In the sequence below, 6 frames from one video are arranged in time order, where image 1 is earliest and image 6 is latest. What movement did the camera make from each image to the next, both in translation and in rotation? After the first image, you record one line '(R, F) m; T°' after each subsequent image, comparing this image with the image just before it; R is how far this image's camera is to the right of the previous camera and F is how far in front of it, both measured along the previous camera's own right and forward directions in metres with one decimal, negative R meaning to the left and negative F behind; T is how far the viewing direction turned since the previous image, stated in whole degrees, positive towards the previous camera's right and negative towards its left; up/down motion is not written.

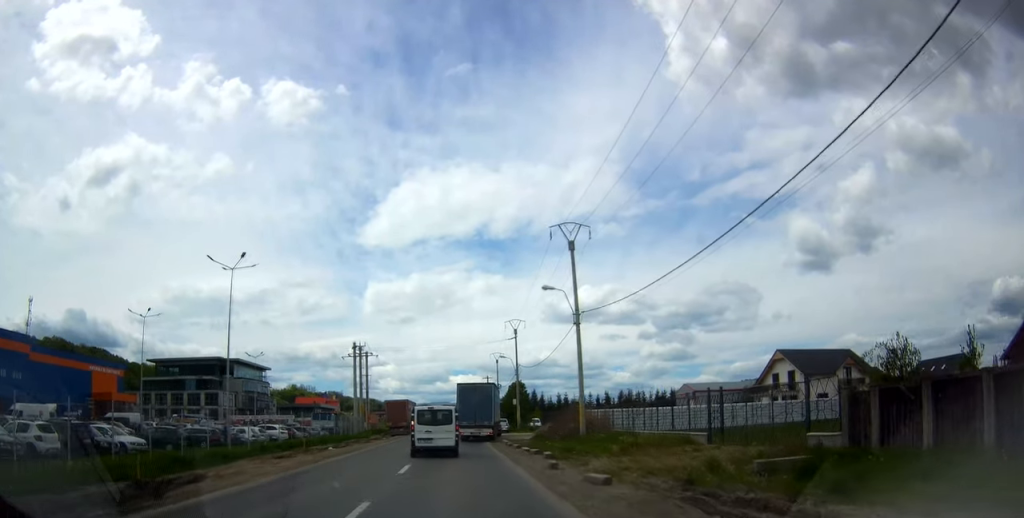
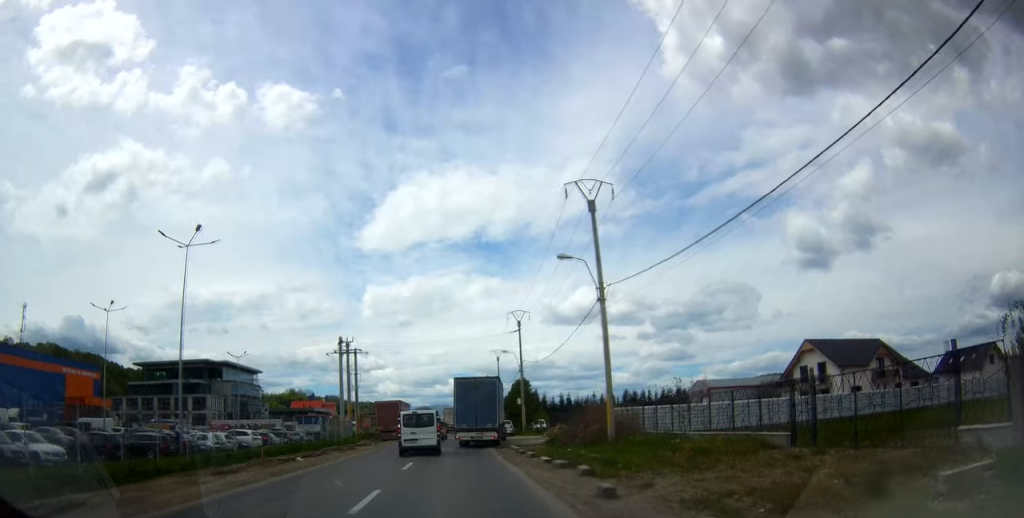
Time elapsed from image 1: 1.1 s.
(0.0, +6.9) m; 0°
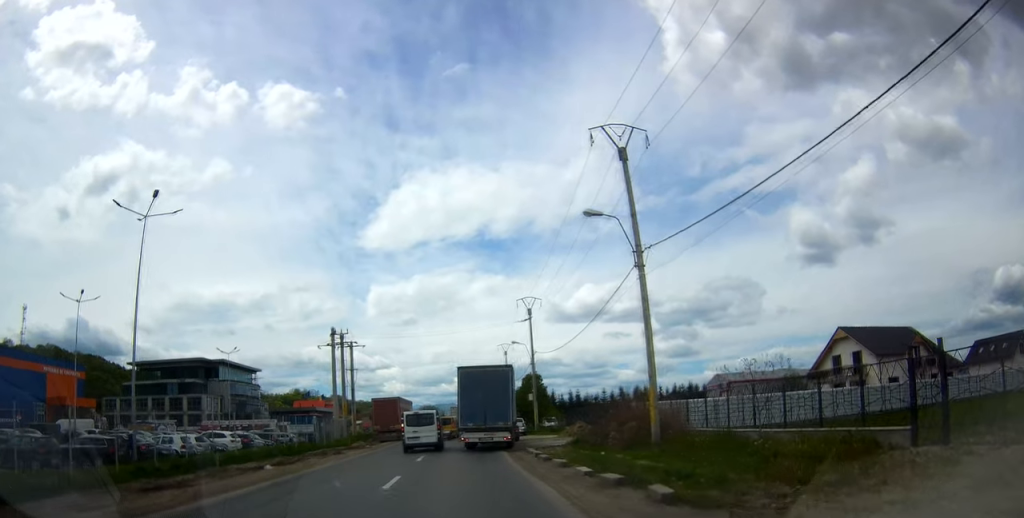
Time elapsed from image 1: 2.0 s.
(0.0, +5.9) m; 0°
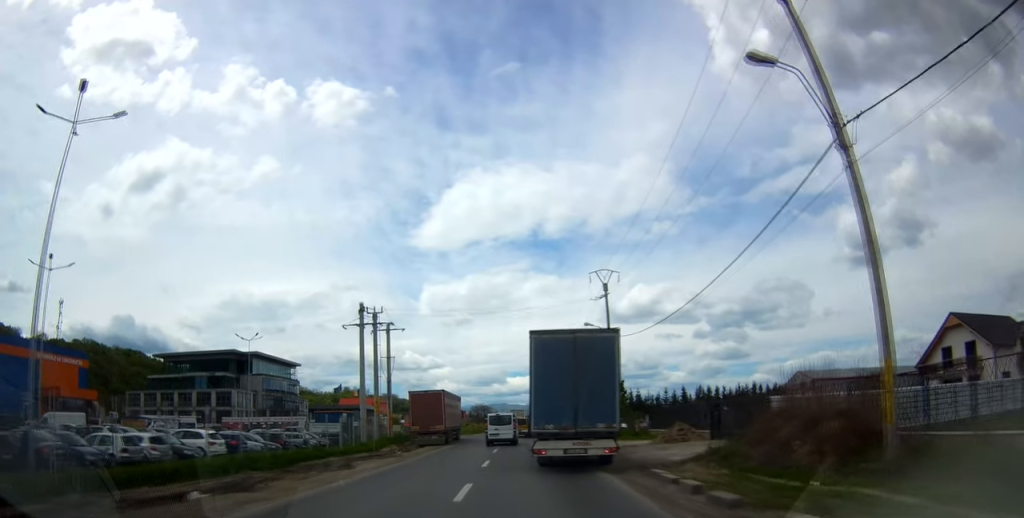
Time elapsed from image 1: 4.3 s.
(-0.9, +12.9) m; -12°
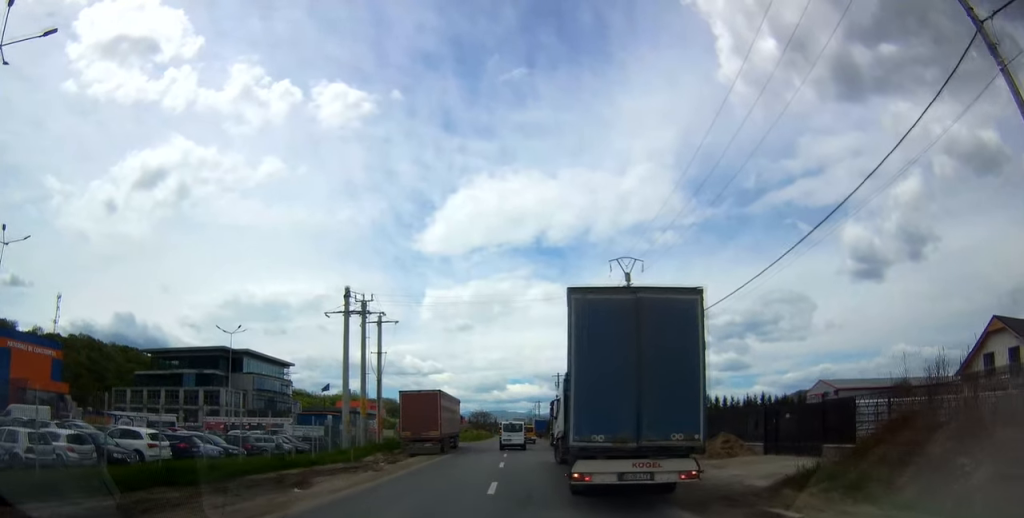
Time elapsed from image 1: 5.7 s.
(-0.2, +6.7) m; 0°
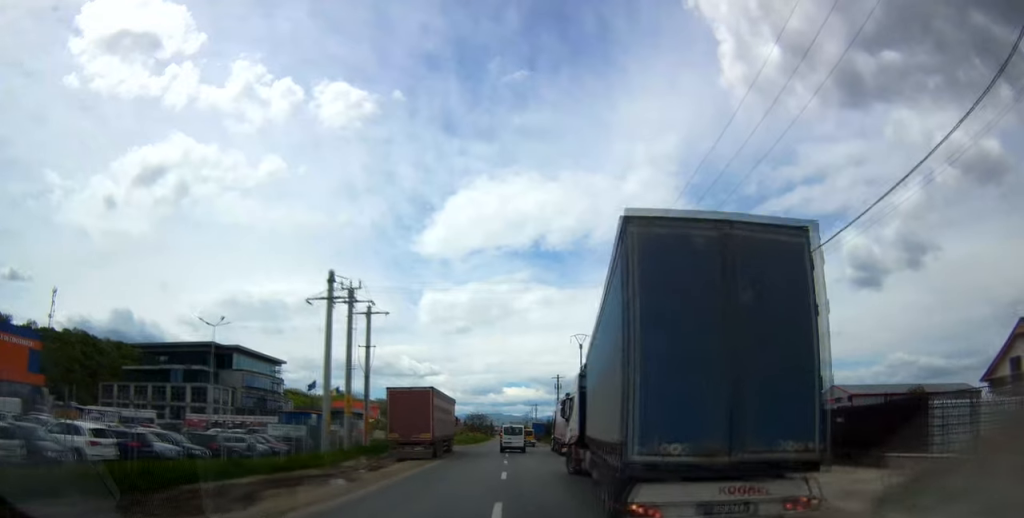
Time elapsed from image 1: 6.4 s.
(-0.1, +3.2) m; +4°
